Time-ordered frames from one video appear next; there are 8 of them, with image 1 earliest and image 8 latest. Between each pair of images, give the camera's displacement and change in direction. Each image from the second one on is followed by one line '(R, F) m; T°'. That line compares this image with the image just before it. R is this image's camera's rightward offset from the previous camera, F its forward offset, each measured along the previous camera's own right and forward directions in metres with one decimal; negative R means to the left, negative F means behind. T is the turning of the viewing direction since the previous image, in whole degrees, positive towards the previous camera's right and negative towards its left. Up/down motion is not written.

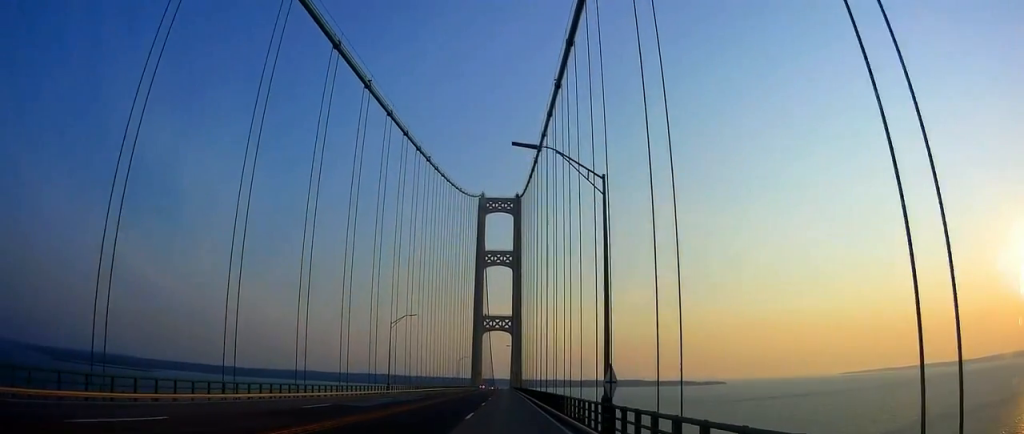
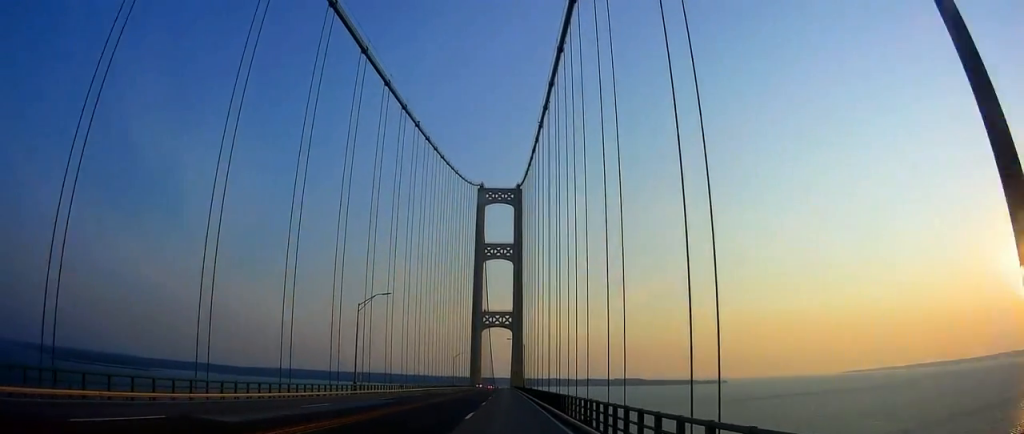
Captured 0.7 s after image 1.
(+0.1, +18.0) m; 0°
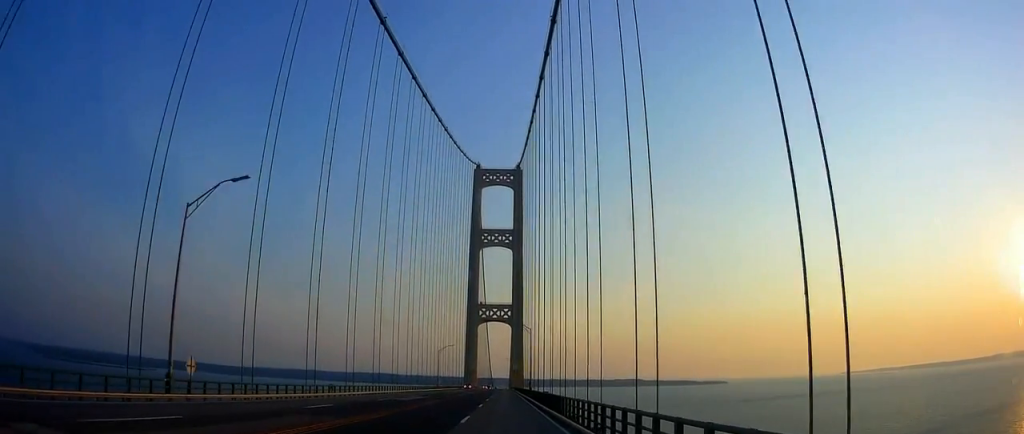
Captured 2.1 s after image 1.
(0.0, +34.5) m; 0°
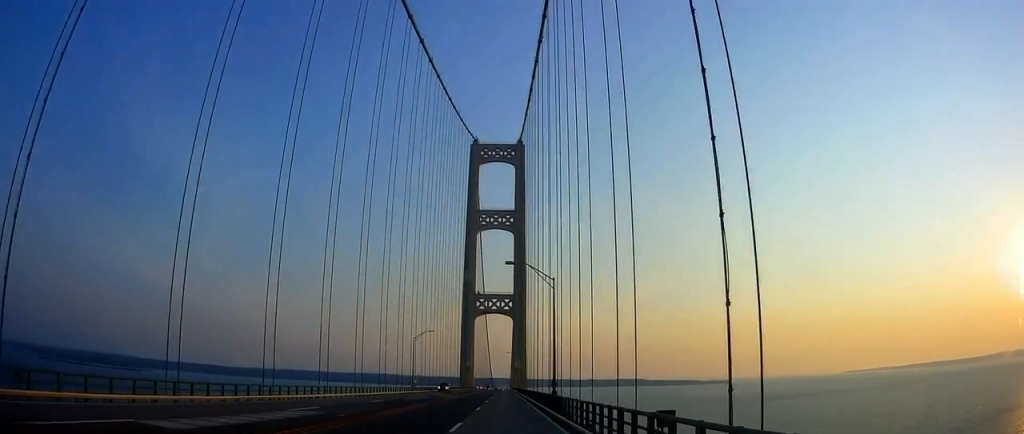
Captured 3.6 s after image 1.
(+0.2, +36.2) m; 0°
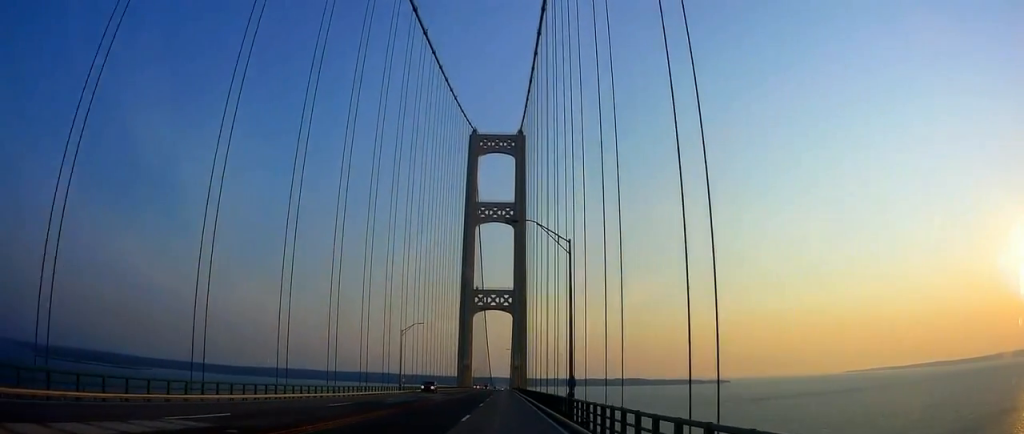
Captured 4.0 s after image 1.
(-0.1, +10.1) m; 0°
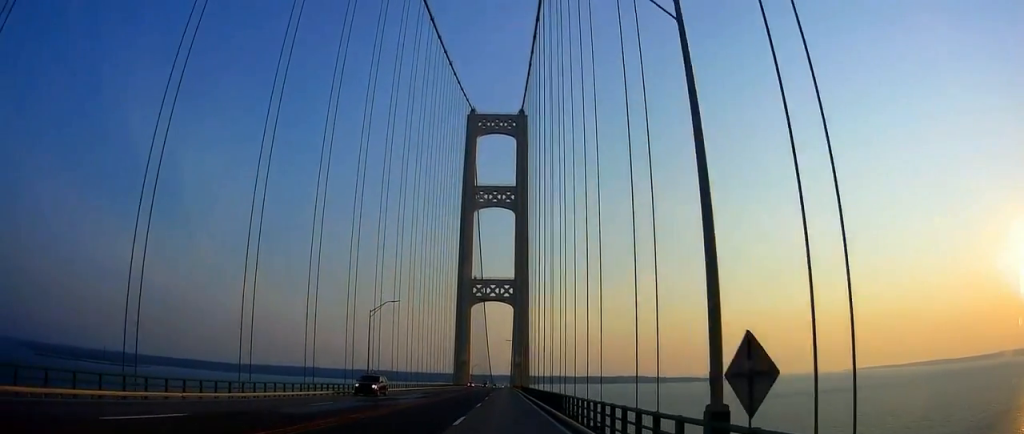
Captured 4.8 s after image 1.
(-0.1, +19.2) m; 0°
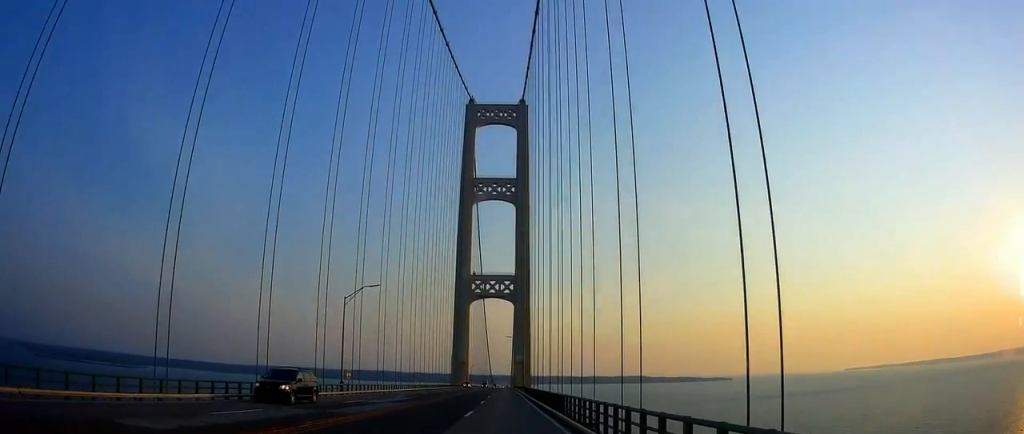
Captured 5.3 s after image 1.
(0.0, +9.9) m; 0°
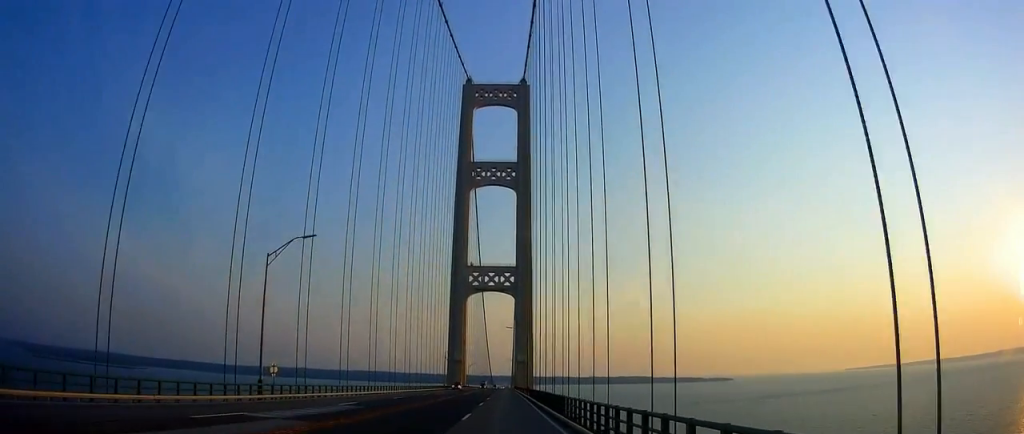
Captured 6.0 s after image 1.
(0.0, +17.0) m; 0°
